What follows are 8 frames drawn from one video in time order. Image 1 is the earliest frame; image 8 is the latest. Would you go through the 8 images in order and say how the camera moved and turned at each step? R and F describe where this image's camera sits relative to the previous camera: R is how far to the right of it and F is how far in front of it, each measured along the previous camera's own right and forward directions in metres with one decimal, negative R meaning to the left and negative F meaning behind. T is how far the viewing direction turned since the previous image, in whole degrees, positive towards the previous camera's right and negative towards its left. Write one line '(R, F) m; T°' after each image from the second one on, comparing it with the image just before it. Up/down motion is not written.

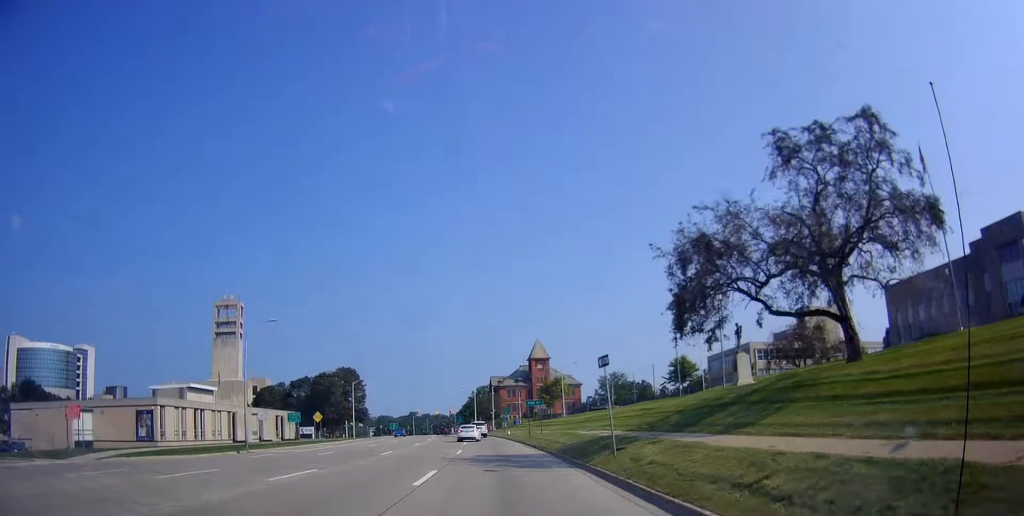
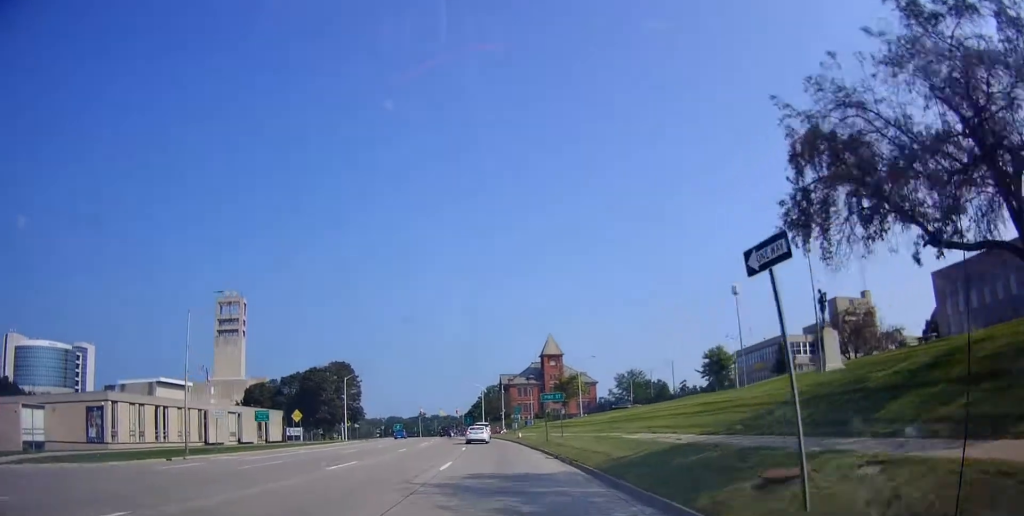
(0.0, +10.5) m; 0°
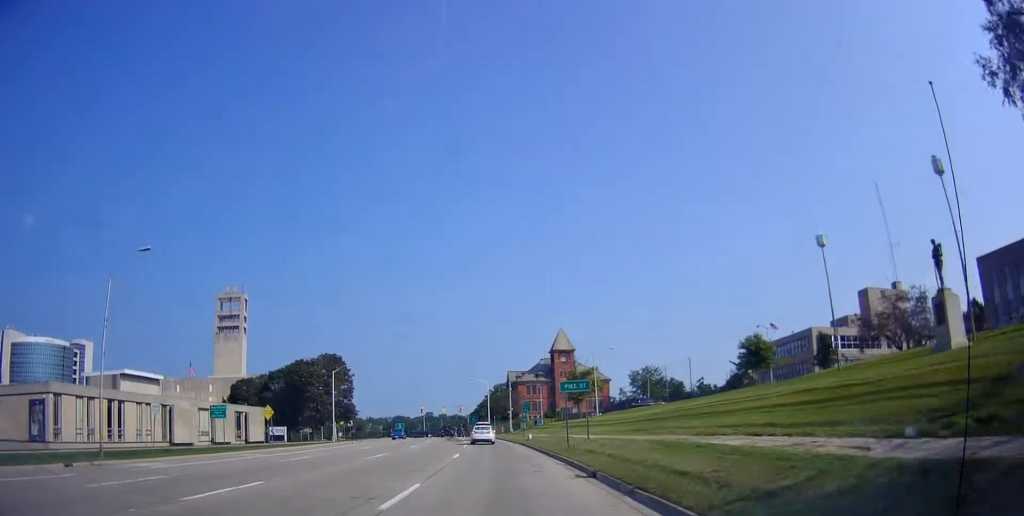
(0.0, +9.6) m; 0°
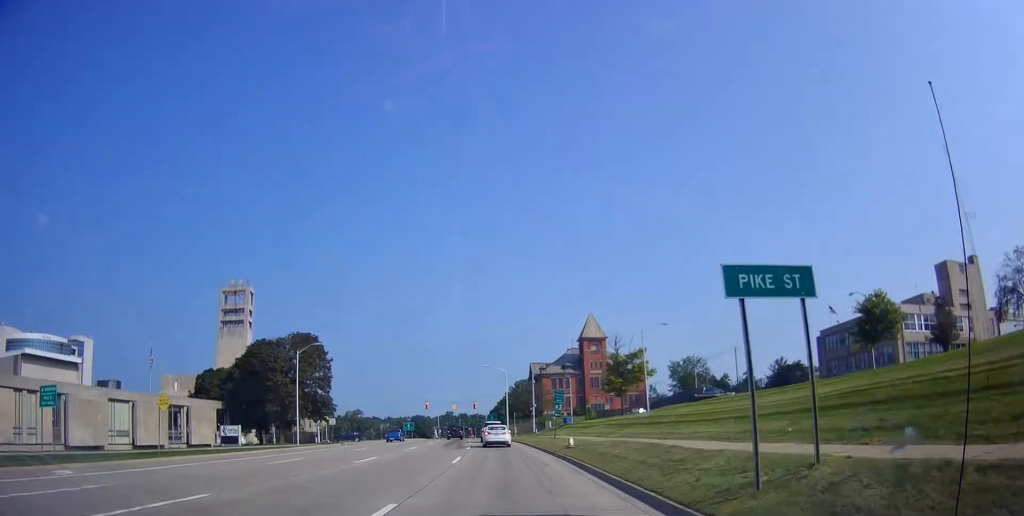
(-0.4, +19.2) m; -2°
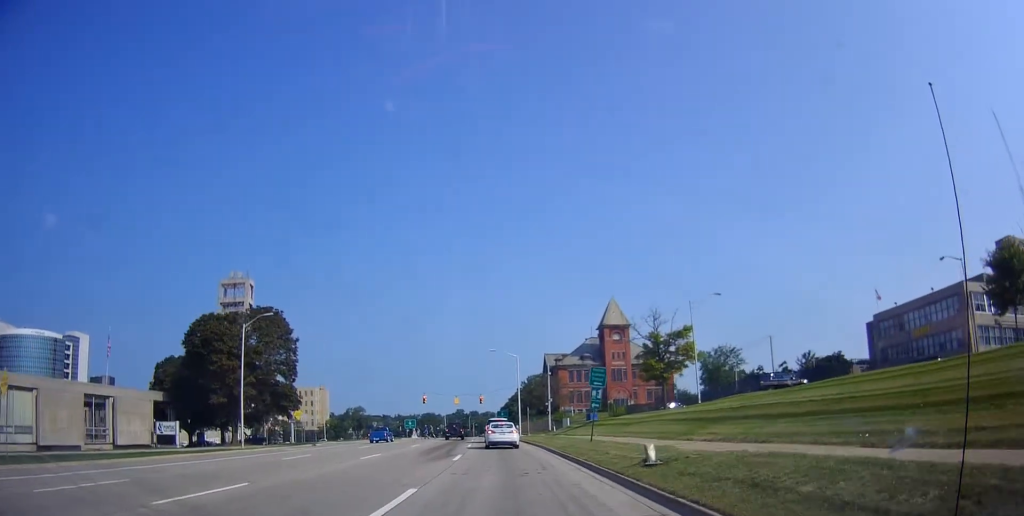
(+0.1, +14.2) m; -2°
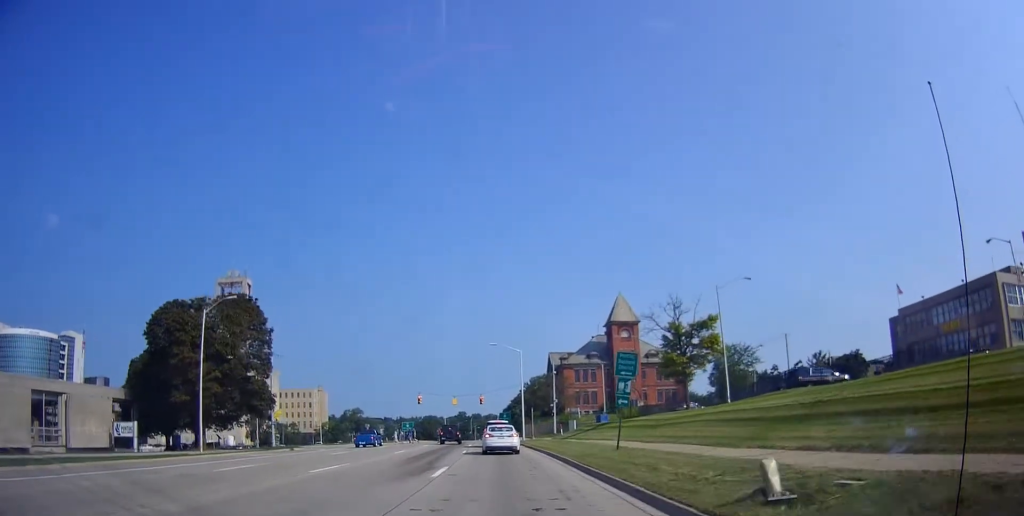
(-0.2, +6.4) m; -3°
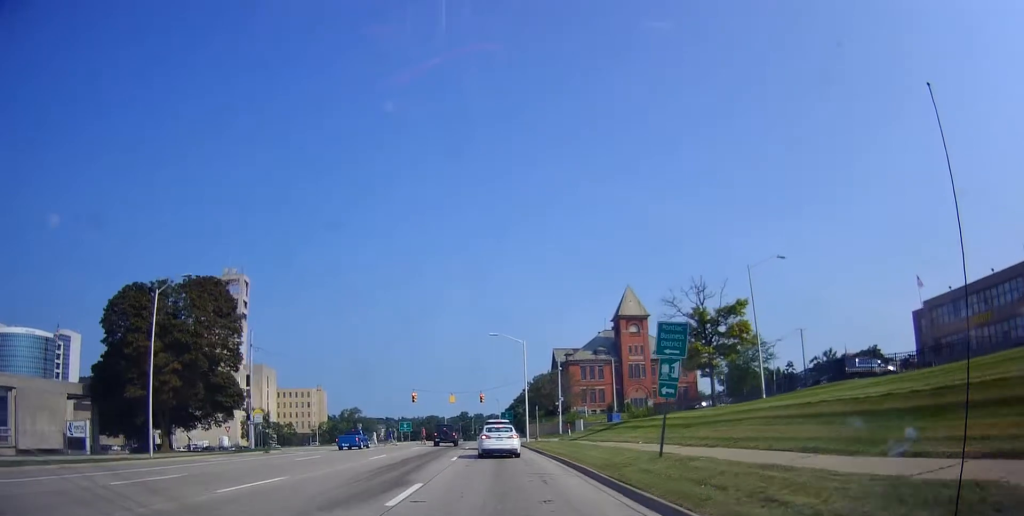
(-0.3, +6.2) m; -3°
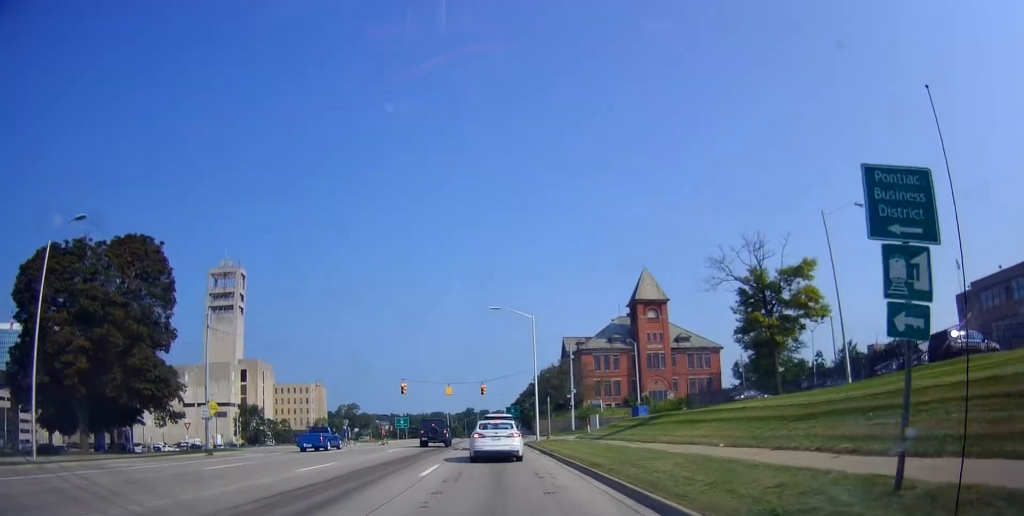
(+0.2, +10.5) m; +4°
